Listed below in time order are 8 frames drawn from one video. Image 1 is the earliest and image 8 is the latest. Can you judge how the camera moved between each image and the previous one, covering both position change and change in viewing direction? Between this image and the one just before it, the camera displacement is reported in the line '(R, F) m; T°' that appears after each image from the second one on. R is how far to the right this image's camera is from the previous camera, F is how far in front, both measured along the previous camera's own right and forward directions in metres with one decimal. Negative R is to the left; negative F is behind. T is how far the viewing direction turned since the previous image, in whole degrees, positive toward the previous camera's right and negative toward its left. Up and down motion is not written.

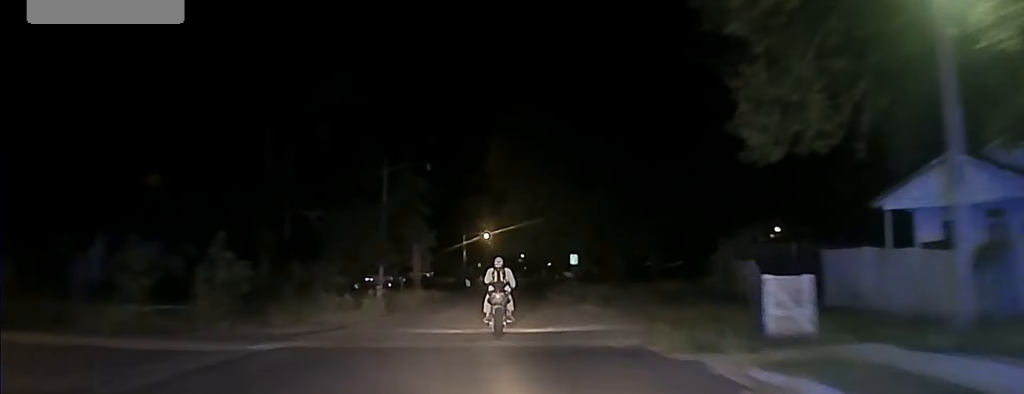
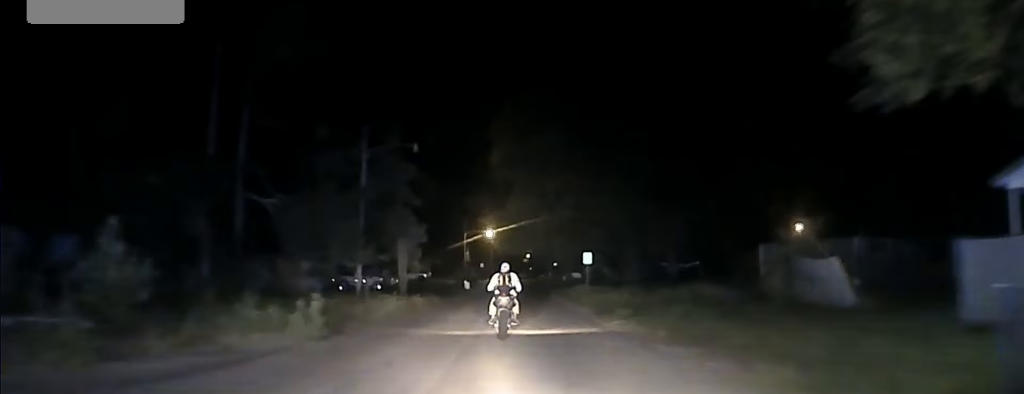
(0.0, +8.9) m; 0°
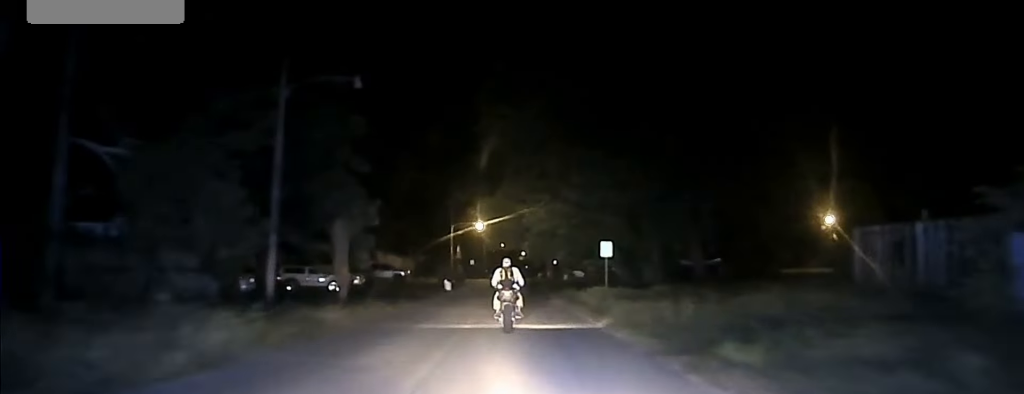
(-0.1, +15.8) m; -1°
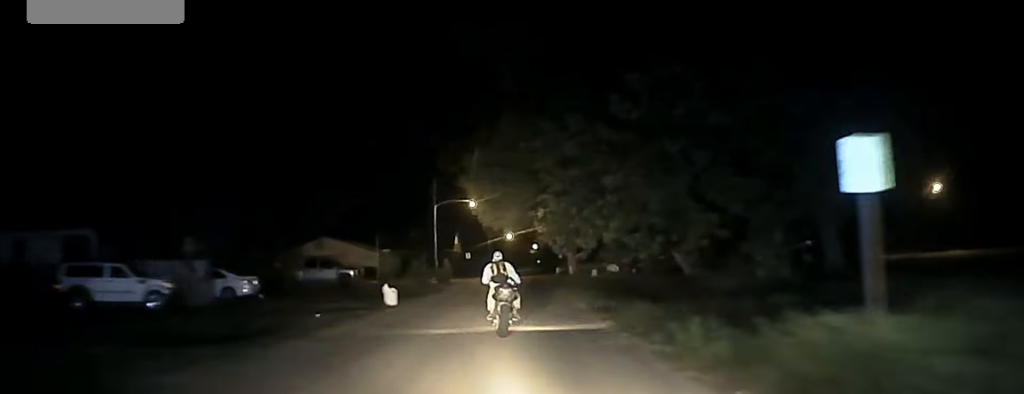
(-0.3, +29.7) m; -1°
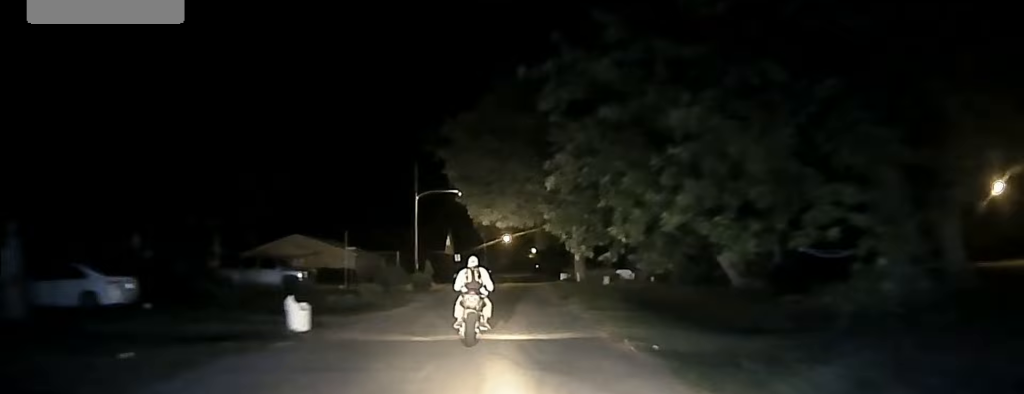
(-0.1, +12.5) m; 0°
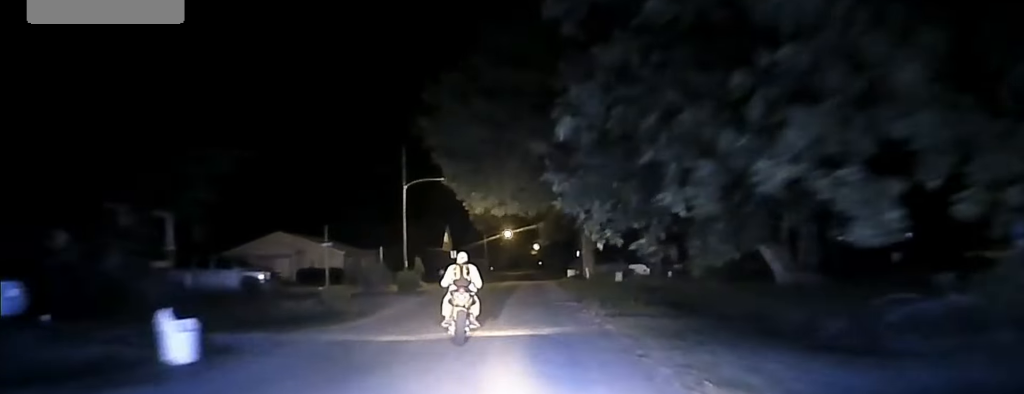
(0.0, +7.6) m; 0°
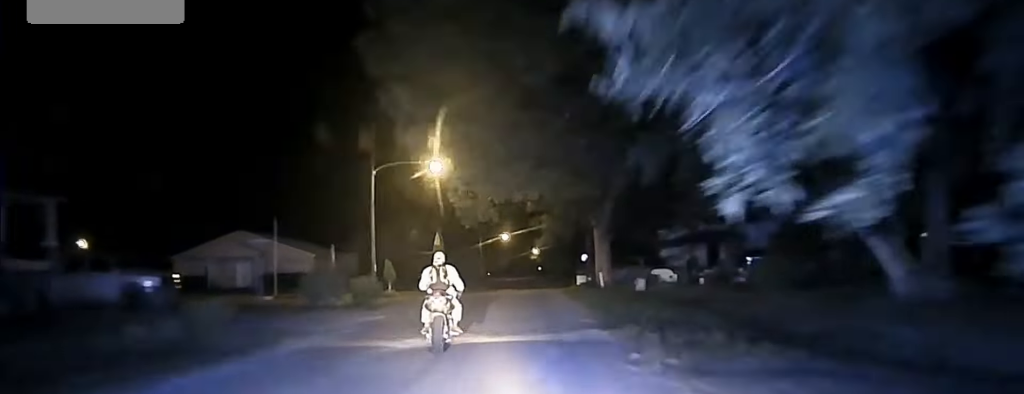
(0.0, +10.3) m; 0°
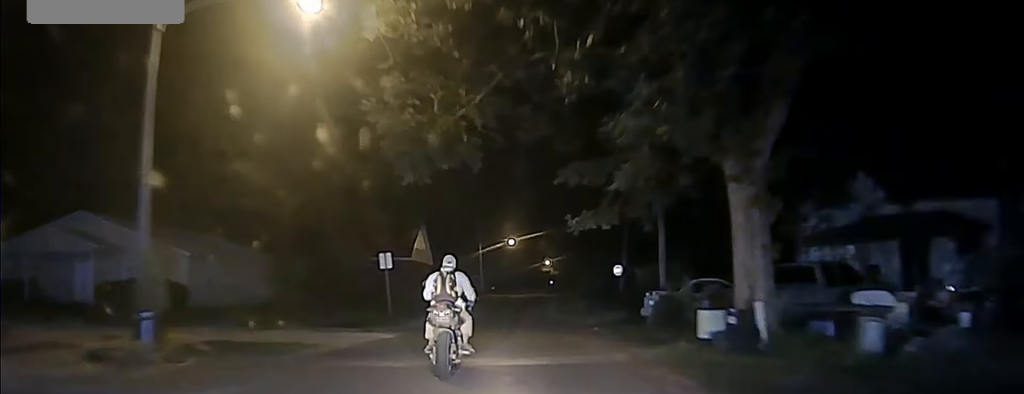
(0.0, +28.6) m; 0°
